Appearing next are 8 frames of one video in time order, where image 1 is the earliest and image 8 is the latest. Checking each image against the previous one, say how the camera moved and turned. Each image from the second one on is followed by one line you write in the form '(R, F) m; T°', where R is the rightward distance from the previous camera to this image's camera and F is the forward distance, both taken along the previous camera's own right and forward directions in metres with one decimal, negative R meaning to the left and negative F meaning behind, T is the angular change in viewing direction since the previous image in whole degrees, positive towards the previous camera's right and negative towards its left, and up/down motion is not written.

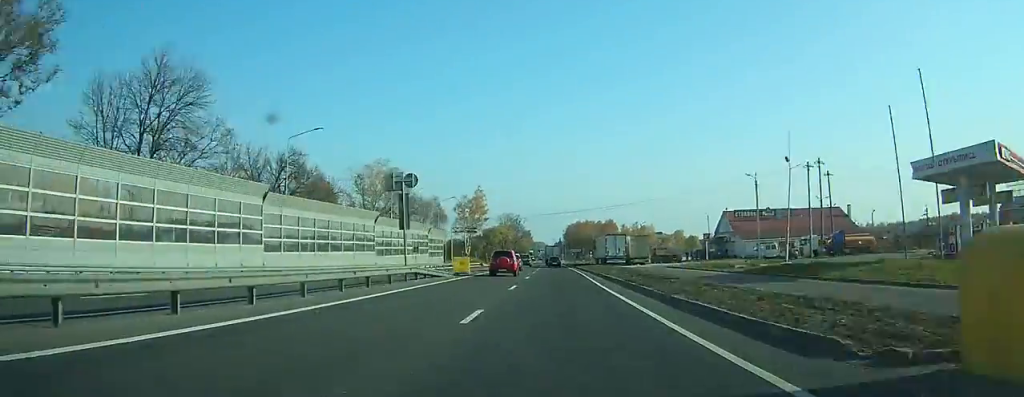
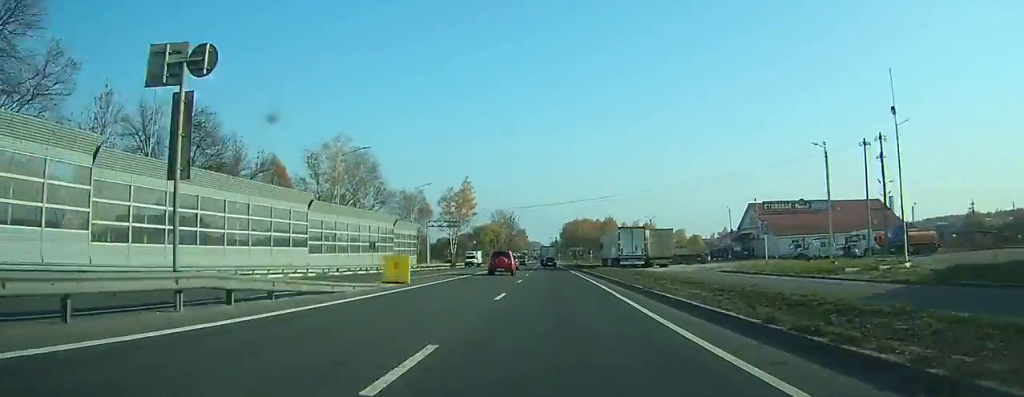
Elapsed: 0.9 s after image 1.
(+0.2, +17.2) m; 0°
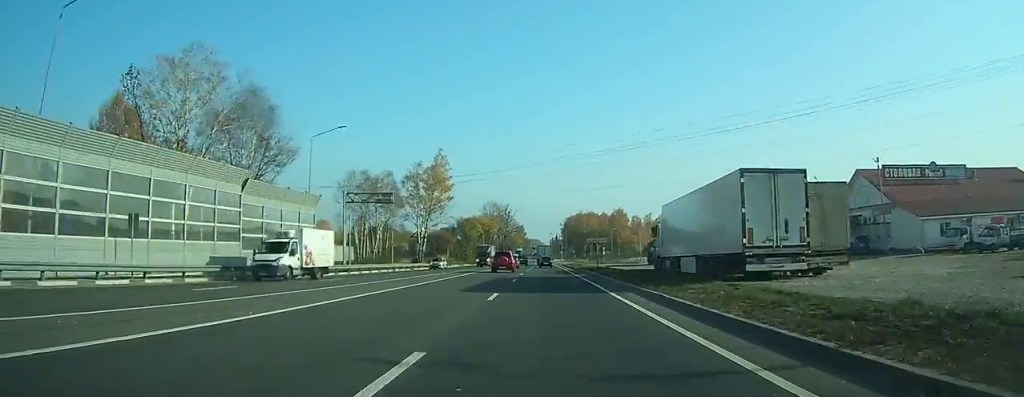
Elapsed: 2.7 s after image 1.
(+0.2, +35.9) m; 0°
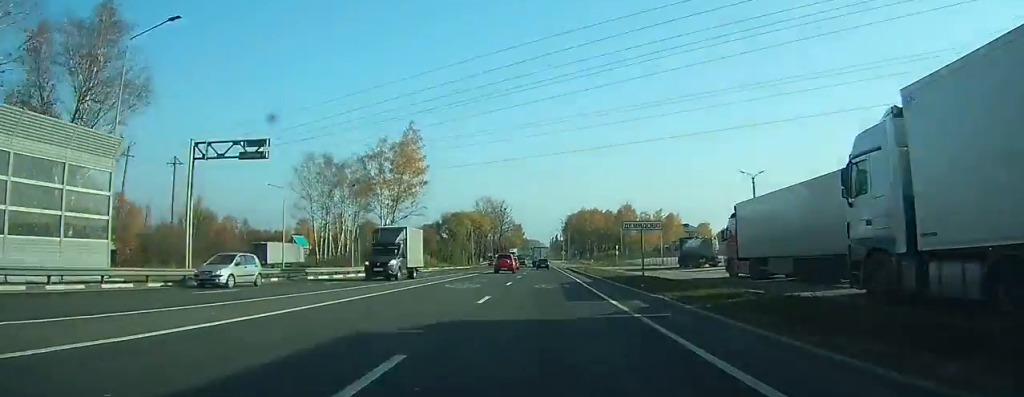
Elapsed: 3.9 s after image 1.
(+0.1, +24.1) m; 0°
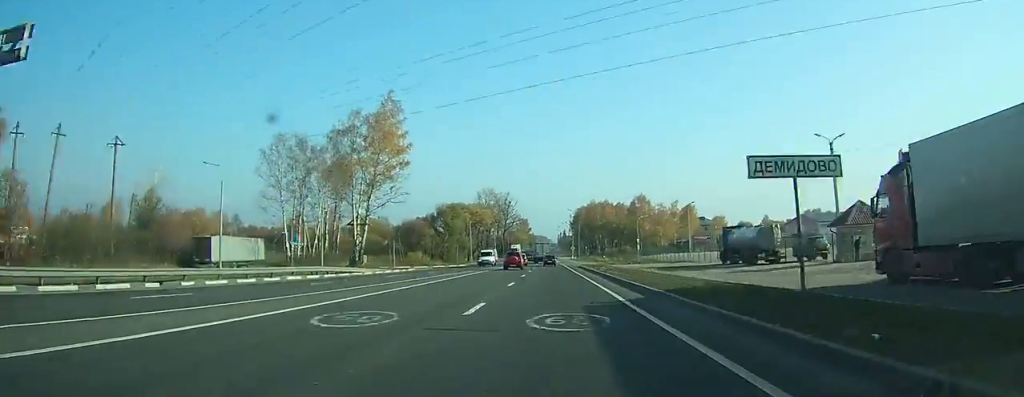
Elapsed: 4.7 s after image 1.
(-0.1, +15.9) m; 0°
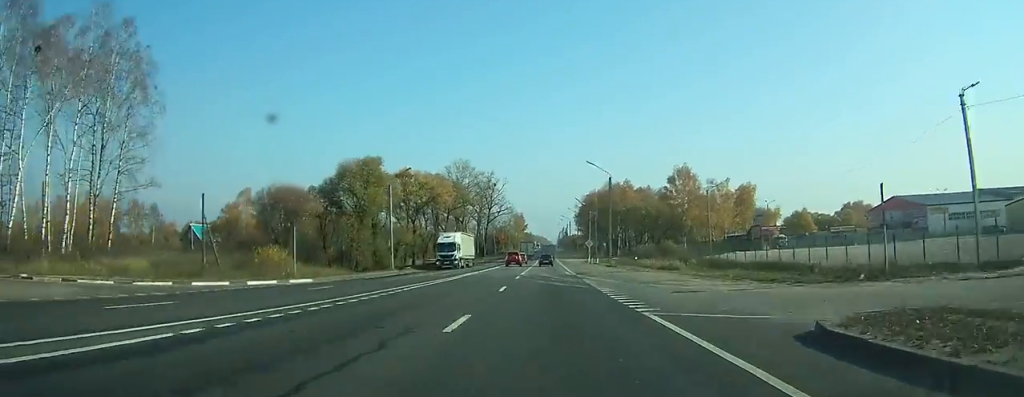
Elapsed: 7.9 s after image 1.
(-0.3, +63.1) m; 0°
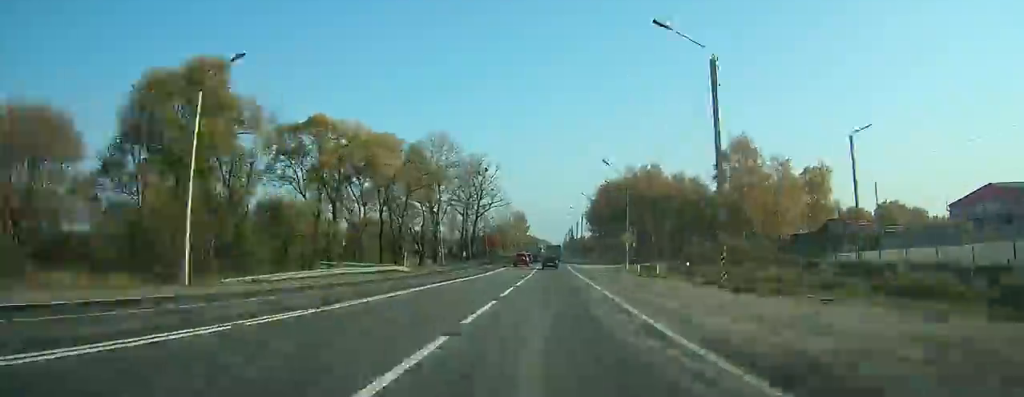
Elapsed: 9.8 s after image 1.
(0.0, +37.4) m; 0°
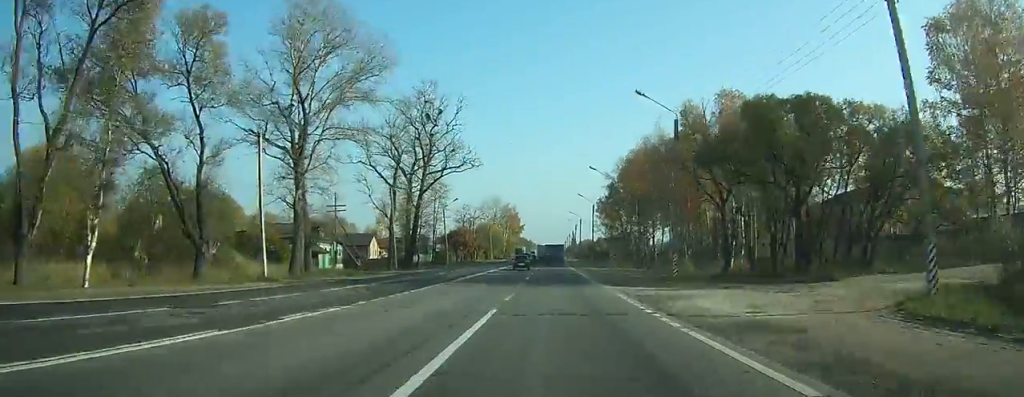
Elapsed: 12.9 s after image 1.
(+0.1, +58.3) m; 0°
